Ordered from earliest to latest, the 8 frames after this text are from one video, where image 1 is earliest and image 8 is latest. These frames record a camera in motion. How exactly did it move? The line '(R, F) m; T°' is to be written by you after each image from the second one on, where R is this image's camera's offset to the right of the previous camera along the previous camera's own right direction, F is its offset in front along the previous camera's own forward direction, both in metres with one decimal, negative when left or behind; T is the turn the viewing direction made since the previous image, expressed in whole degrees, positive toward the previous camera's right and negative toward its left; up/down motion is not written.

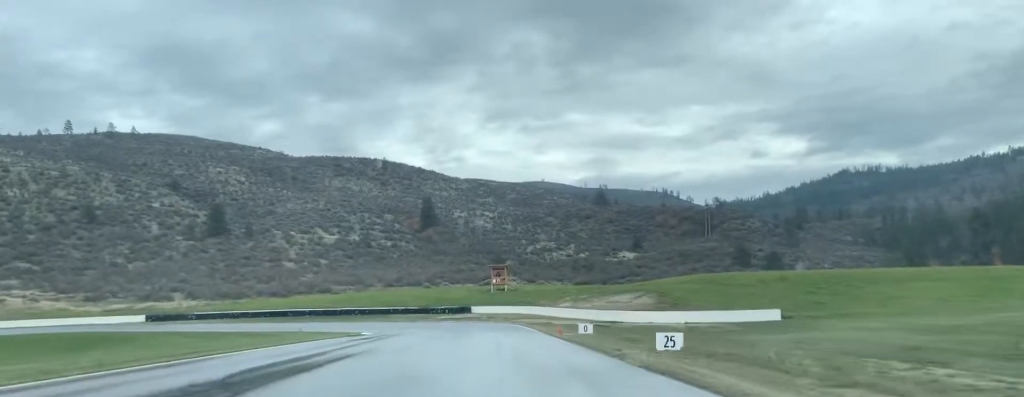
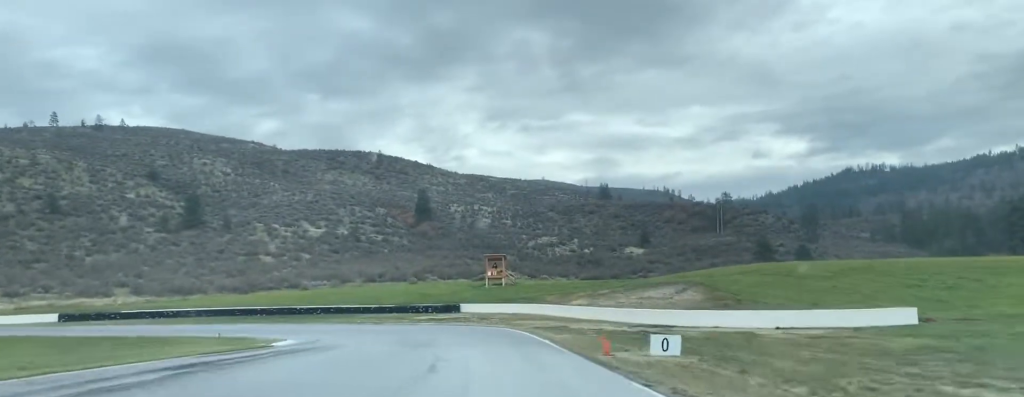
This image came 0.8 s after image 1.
(+0.5, +24.0) m; 0°
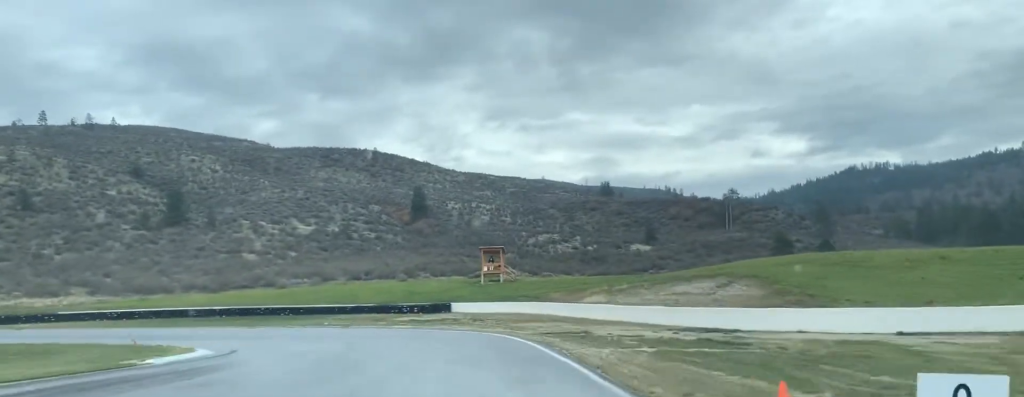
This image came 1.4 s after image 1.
(-0.3, +14.1) m; -3°
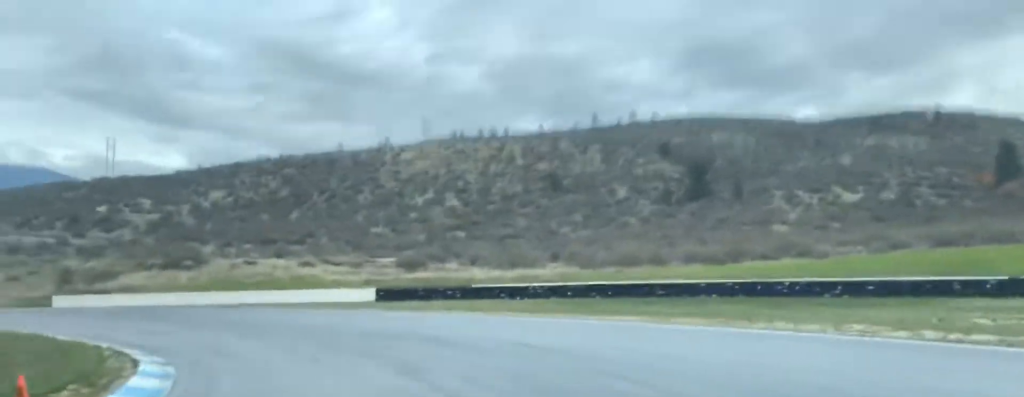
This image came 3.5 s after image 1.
(-10.5, +48.3) m; -36°
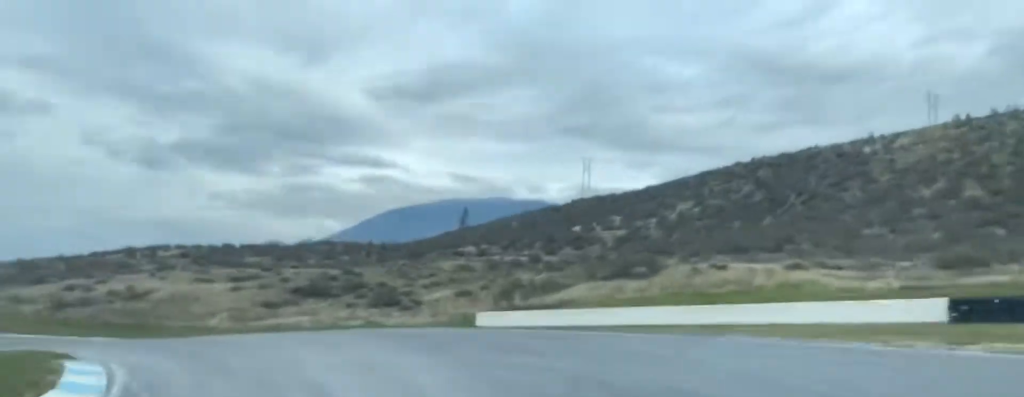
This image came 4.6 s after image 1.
(-4.8, +23.1) m; -29°
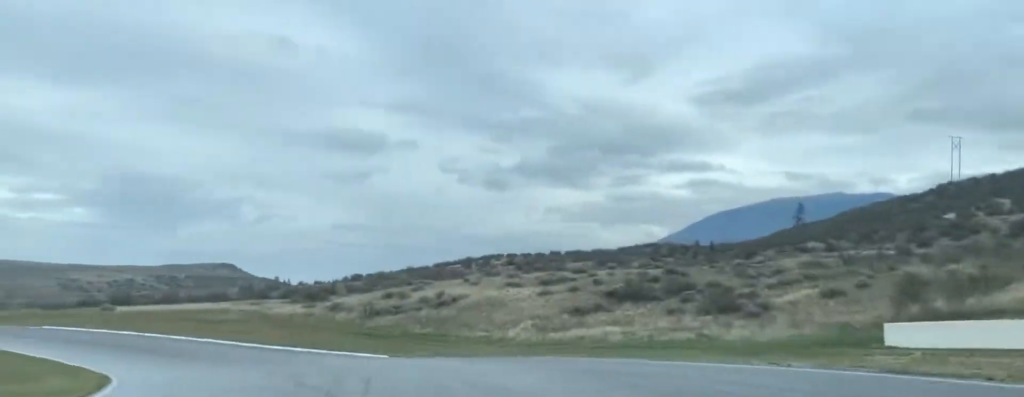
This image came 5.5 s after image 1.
(-4.3, +17.5) m; -22°
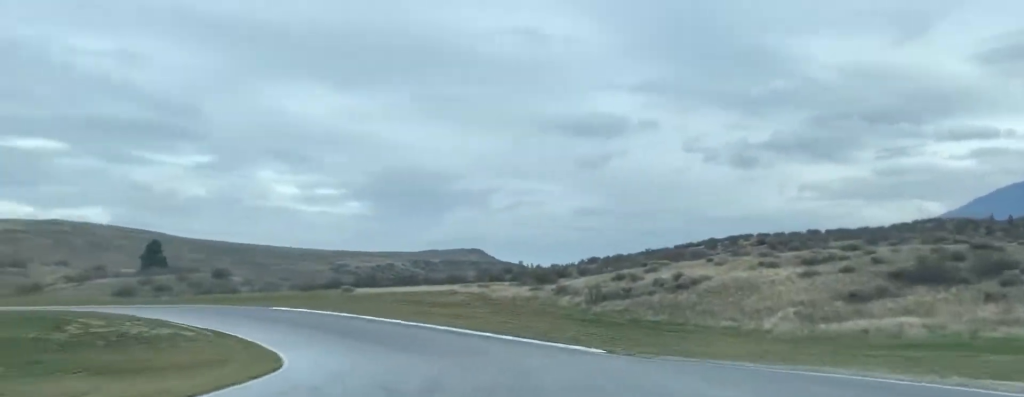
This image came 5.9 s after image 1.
(-0.3, +9.1) m; -10°
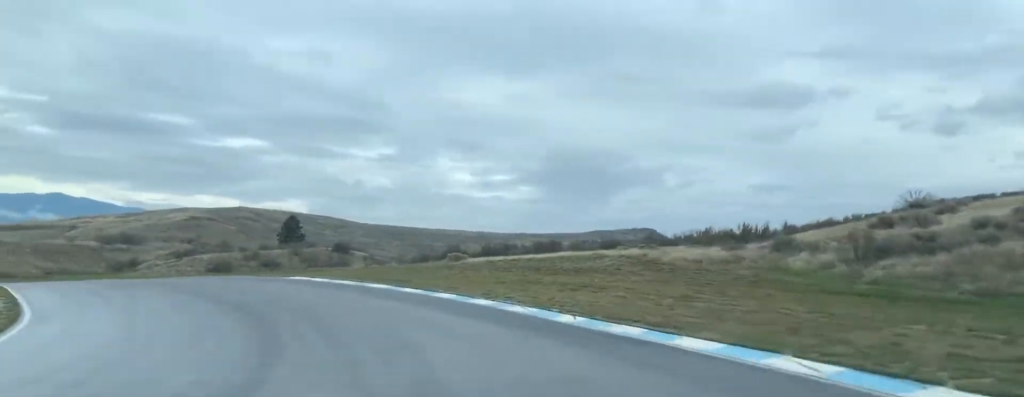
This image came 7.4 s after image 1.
(-10.6, +34.3) m; -27°
